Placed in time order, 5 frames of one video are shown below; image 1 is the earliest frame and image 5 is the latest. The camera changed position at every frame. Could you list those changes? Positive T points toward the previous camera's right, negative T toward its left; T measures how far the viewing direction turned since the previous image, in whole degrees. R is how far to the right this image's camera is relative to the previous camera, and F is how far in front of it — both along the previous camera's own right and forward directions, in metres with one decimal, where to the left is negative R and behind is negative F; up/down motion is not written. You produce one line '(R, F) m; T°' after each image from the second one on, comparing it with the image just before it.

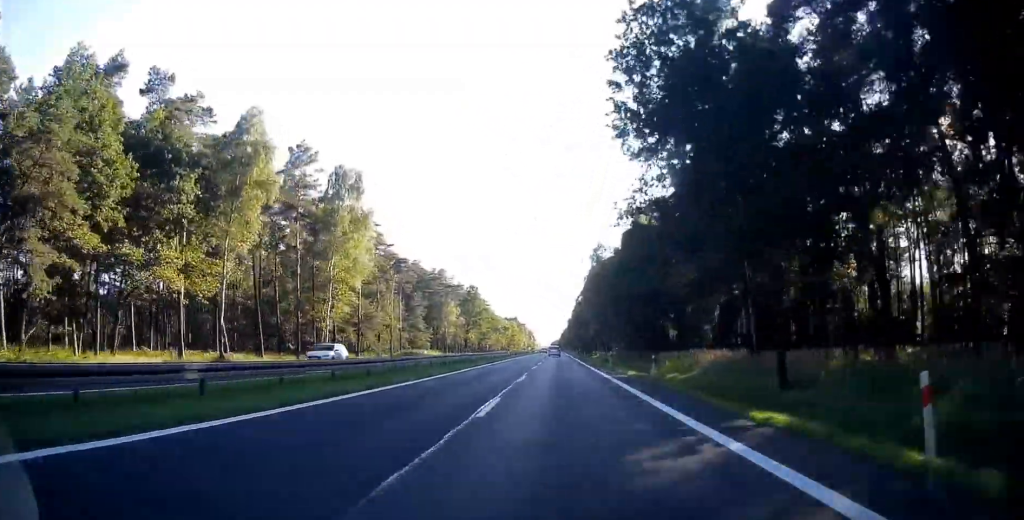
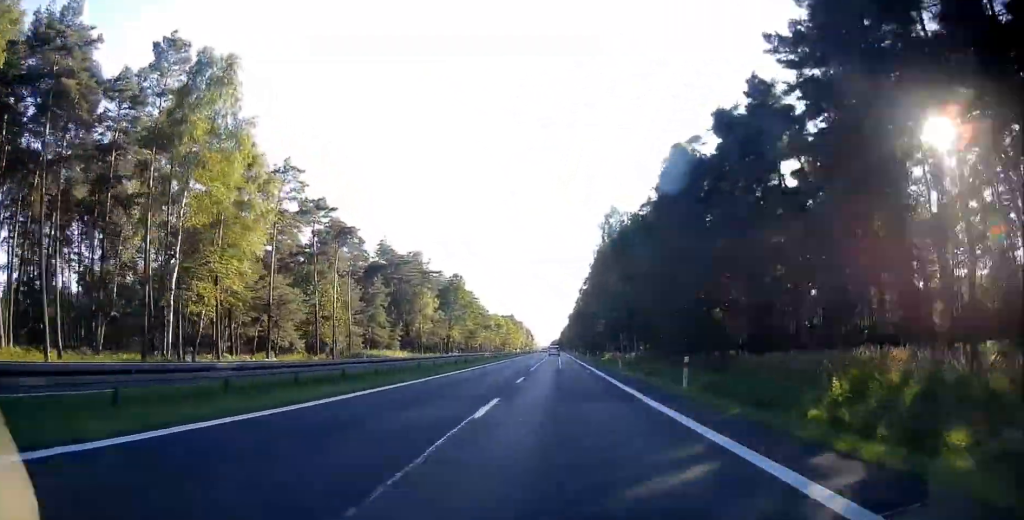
(-0.6, +27.4) m; -2°
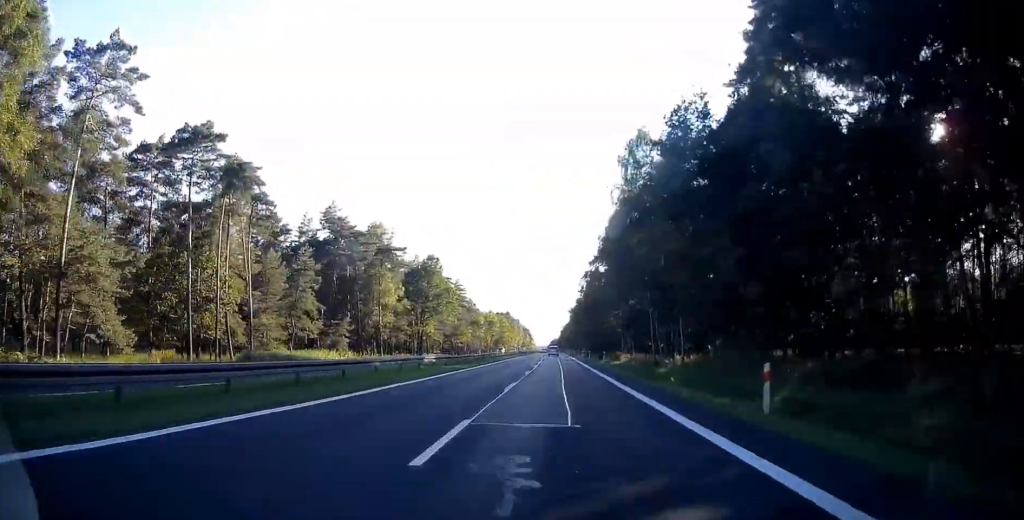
(-0.1, +28.5) m; +1°
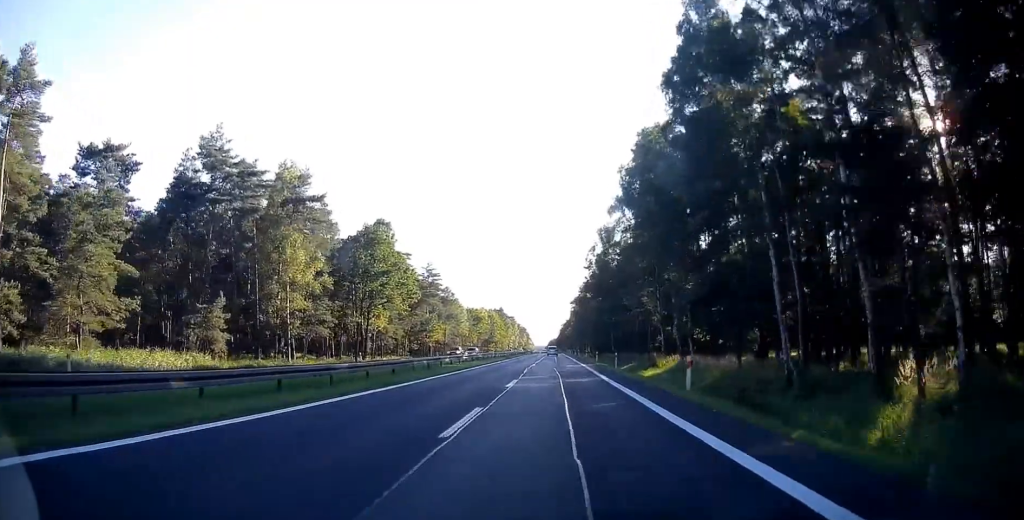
(+0.3, +32.9) m; 0°
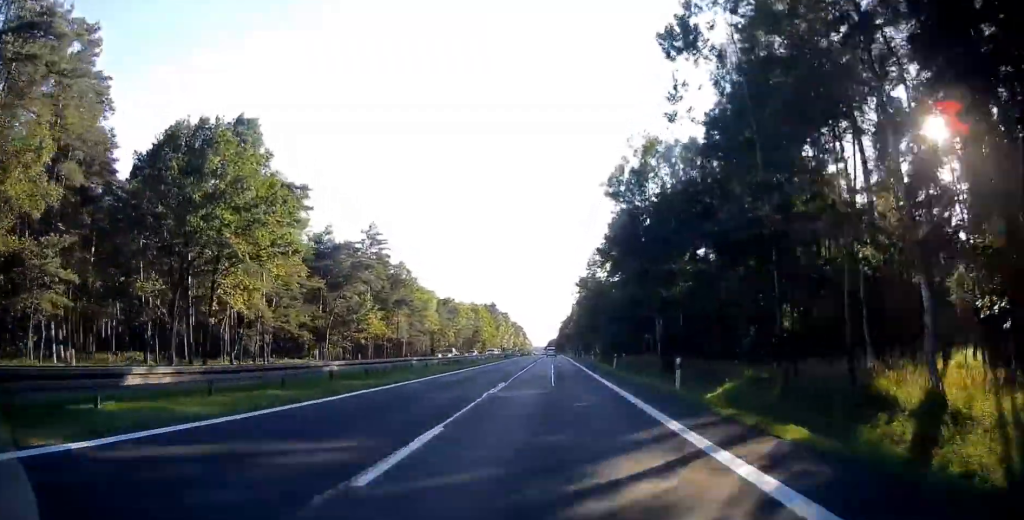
(+0.3, +39.6) m; +2°
